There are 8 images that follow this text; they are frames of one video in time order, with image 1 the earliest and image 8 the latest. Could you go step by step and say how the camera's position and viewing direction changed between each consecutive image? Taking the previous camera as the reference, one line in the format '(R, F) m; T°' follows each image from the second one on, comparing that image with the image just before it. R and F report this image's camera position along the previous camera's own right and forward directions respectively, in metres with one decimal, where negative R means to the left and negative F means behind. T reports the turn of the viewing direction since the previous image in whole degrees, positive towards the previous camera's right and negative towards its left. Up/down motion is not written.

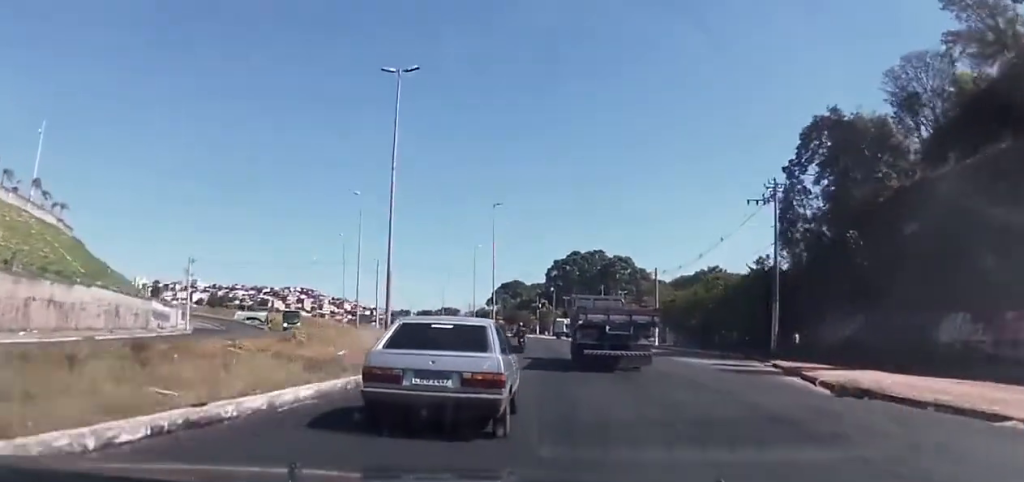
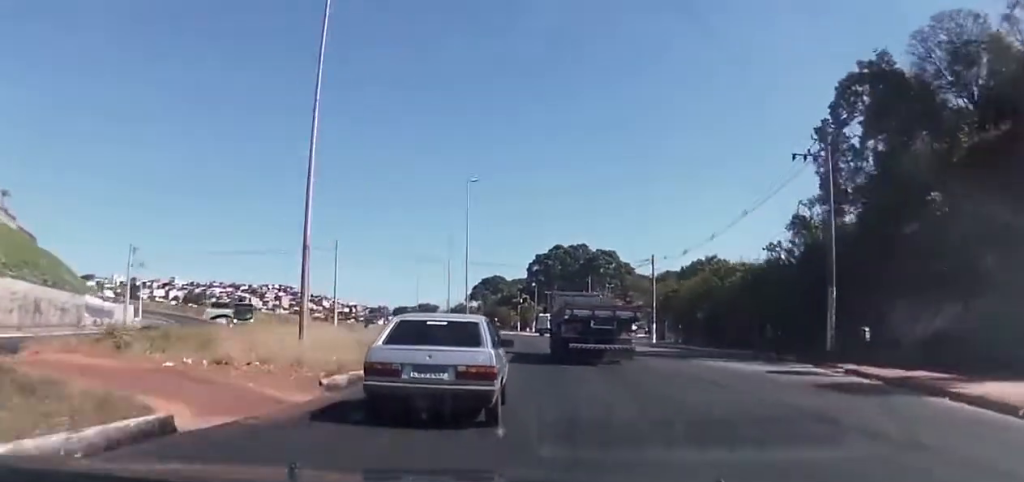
(+0.2, +9.8) m; +1°
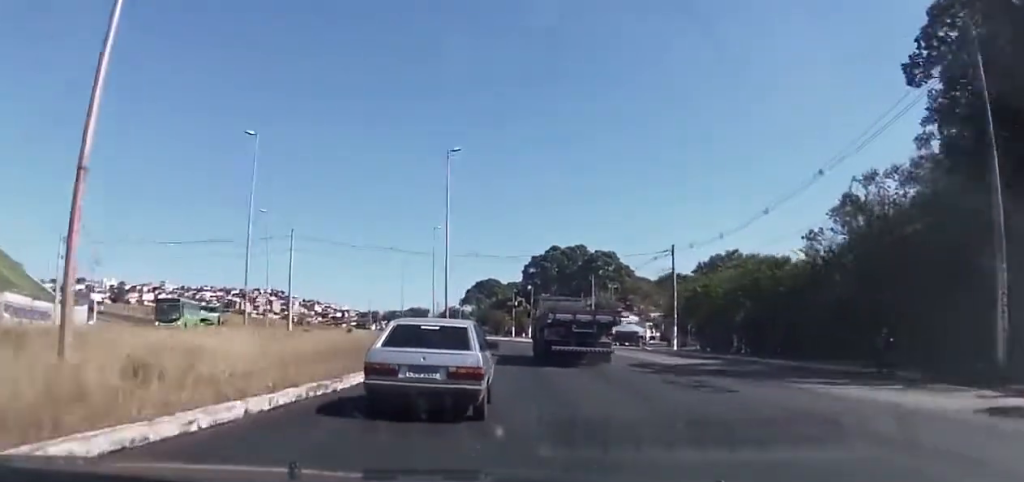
(+0.1, +13.0) m; 0°
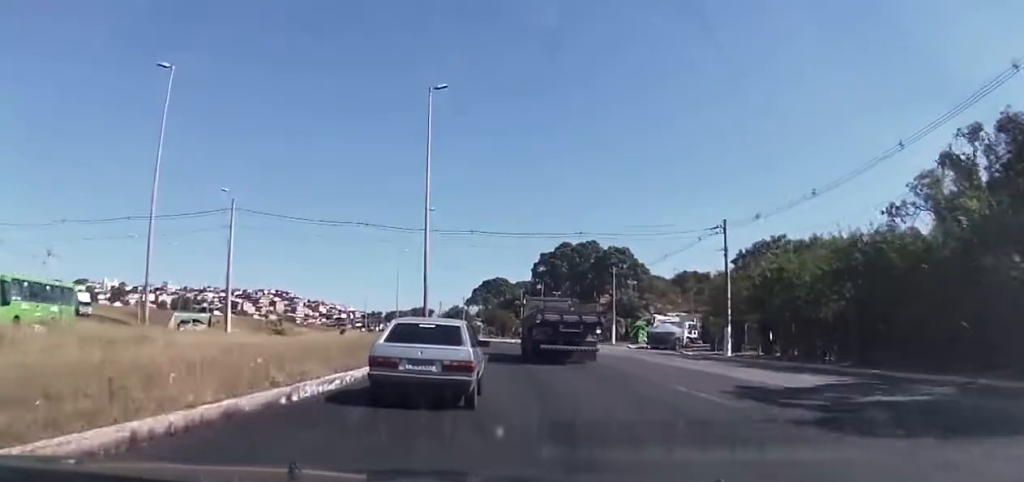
(0.0, +14.6) m; -2°
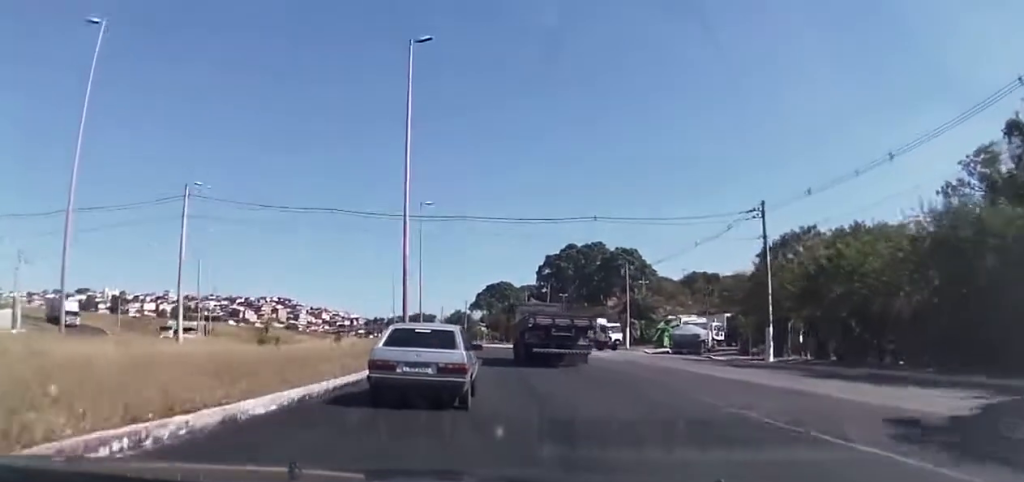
(-0.1, +7.7) m; -1°
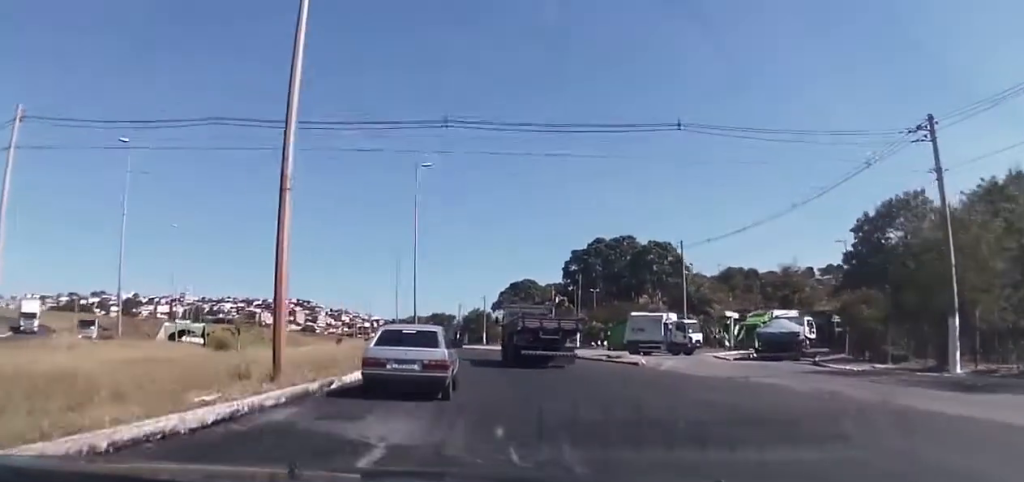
(-0.4, +17.5) m; -3°
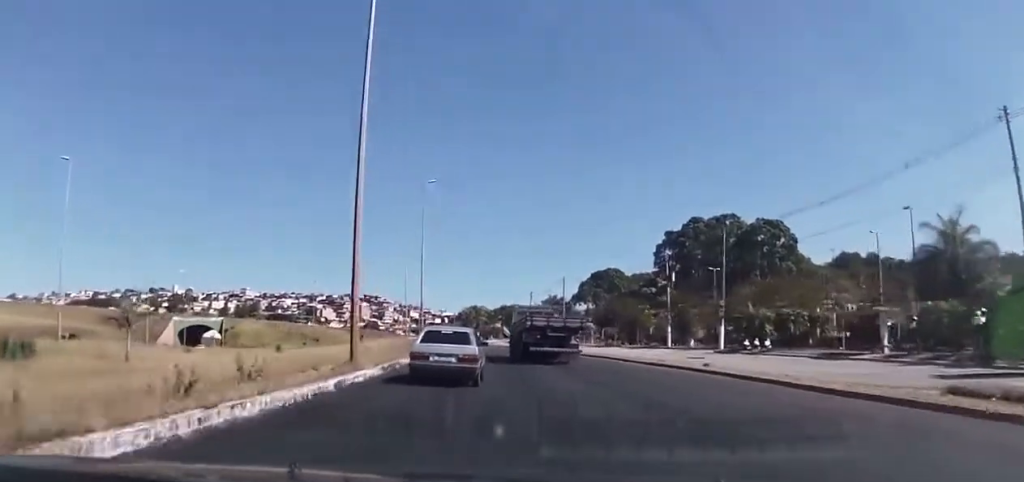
(-2.0, +37.3) m; -7°
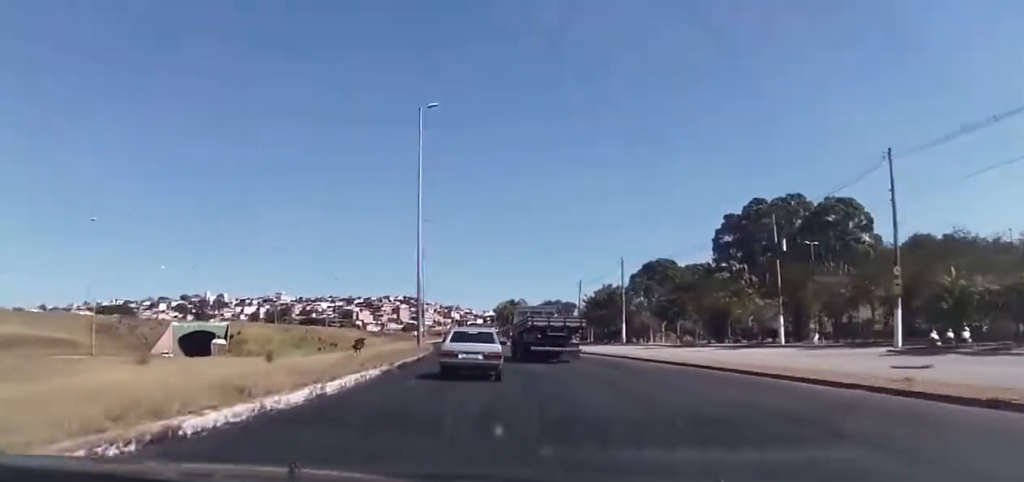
(-0.6, +21.5) m; -2°
